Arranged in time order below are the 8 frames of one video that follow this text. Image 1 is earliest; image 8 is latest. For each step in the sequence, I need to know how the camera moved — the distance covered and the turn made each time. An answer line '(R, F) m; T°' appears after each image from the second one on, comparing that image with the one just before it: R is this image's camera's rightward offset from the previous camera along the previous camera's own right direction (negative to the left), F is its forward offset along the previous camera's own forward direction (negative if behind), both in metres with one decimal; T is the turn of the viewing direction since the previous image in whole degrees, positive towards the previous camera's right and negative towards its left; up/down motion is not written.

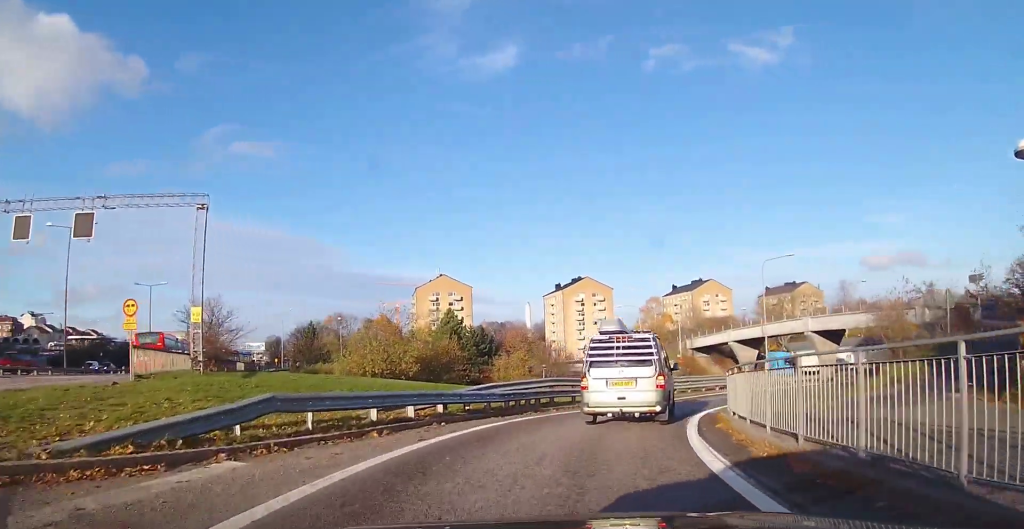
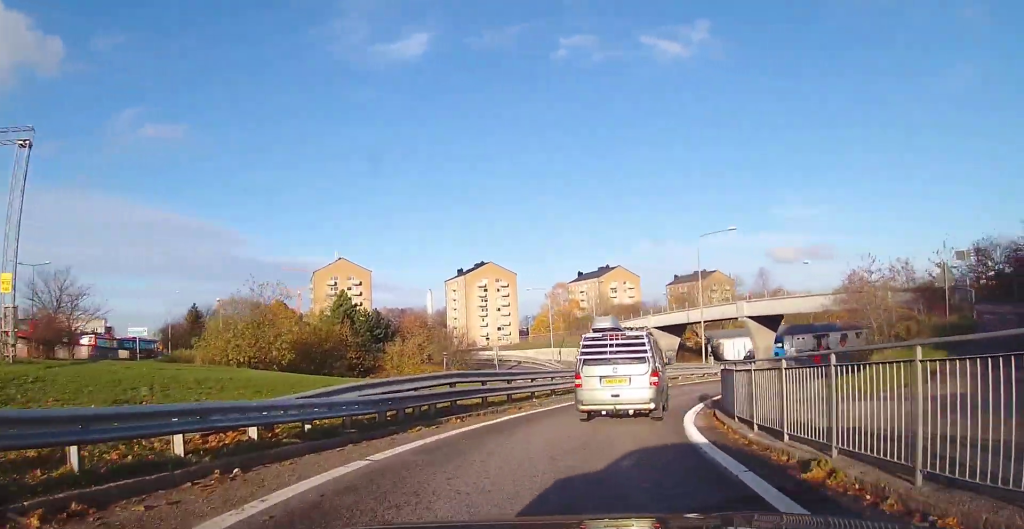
(0.0, +7.3) m; +10°
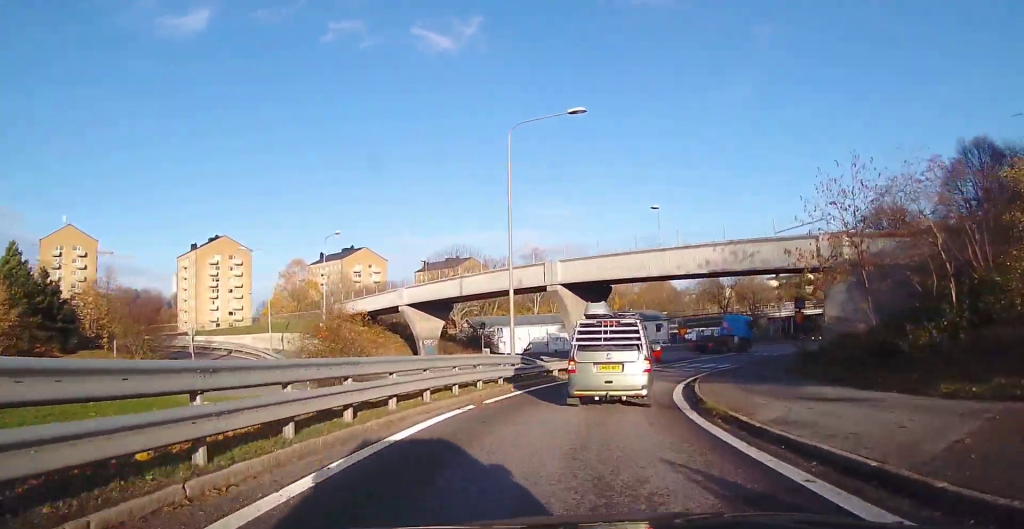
(+4.4, +19.4) m; +18°
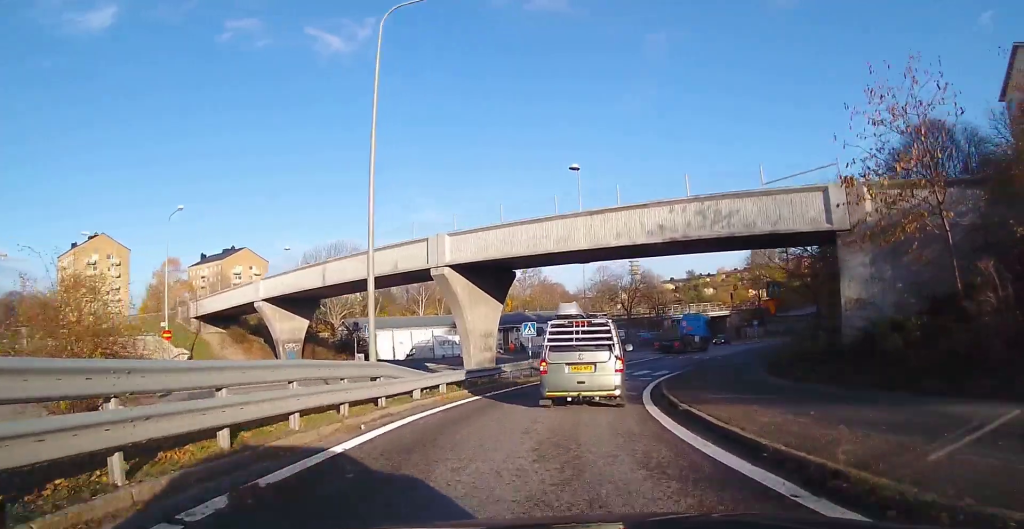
(+0.6, +8.5) m; +8°
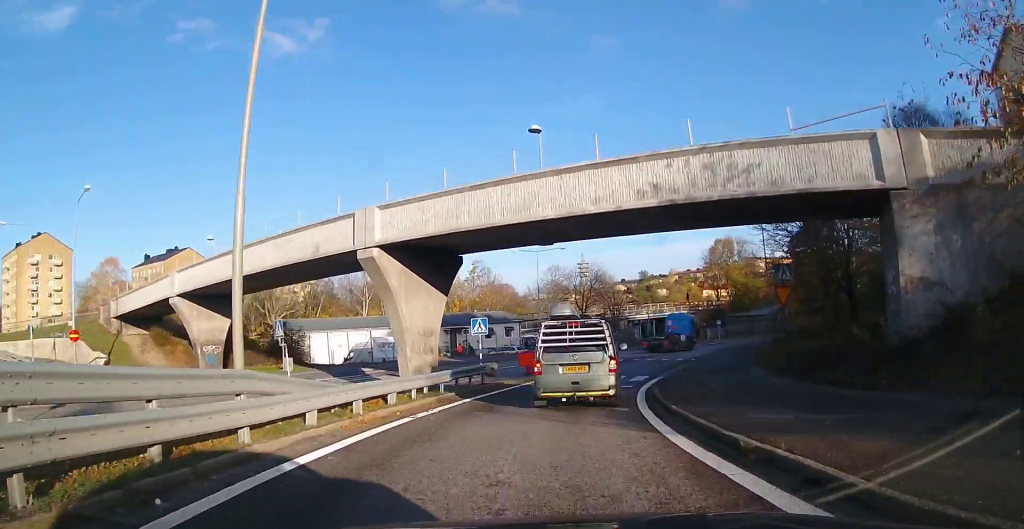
(+0.3, +5.1) m; +5°
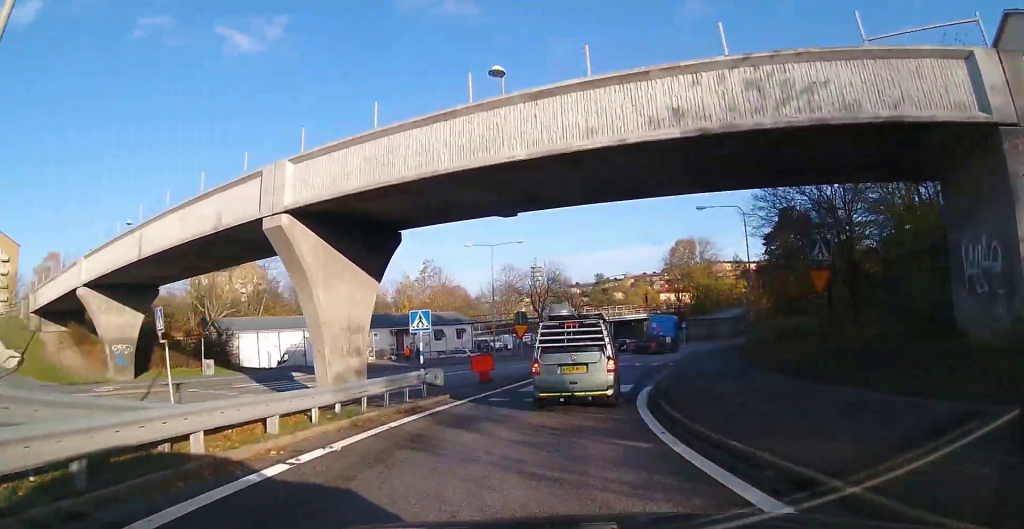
(+0.3, +5.0) m; +4°
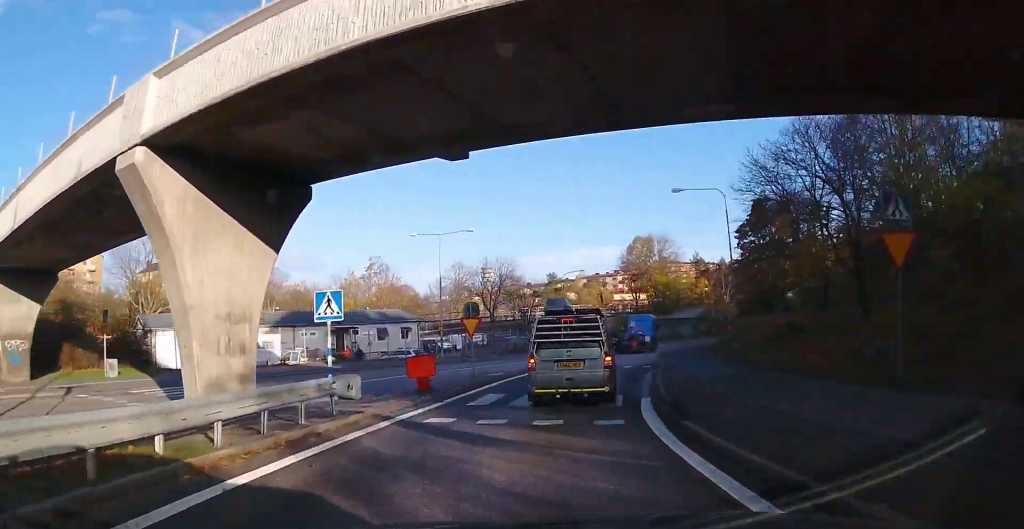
(+0.2, +5.0) m; +4°
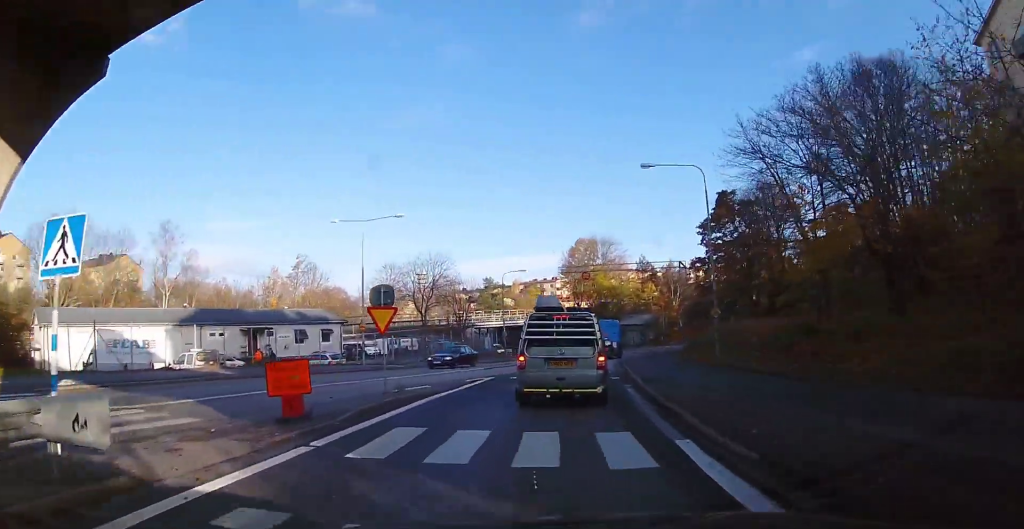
(0.0, +6.6) m; +6°
